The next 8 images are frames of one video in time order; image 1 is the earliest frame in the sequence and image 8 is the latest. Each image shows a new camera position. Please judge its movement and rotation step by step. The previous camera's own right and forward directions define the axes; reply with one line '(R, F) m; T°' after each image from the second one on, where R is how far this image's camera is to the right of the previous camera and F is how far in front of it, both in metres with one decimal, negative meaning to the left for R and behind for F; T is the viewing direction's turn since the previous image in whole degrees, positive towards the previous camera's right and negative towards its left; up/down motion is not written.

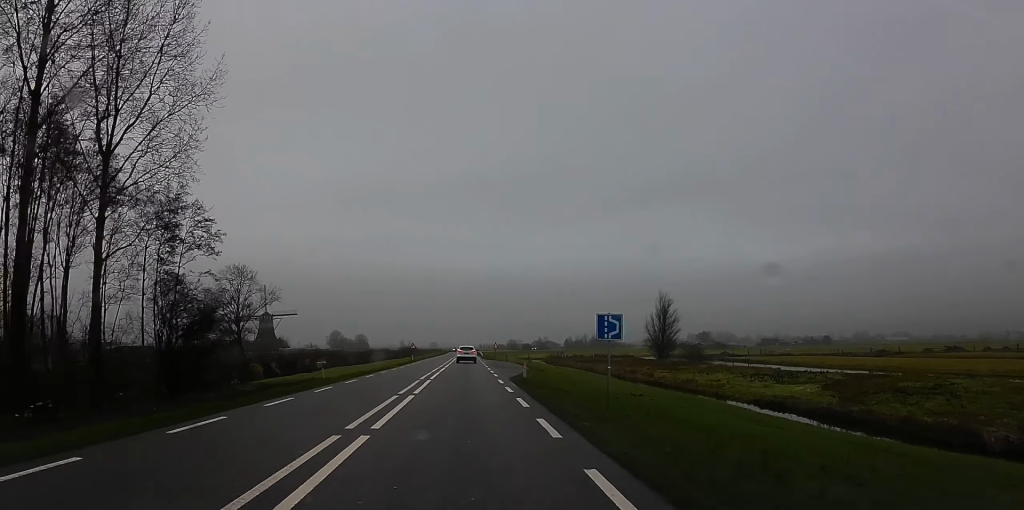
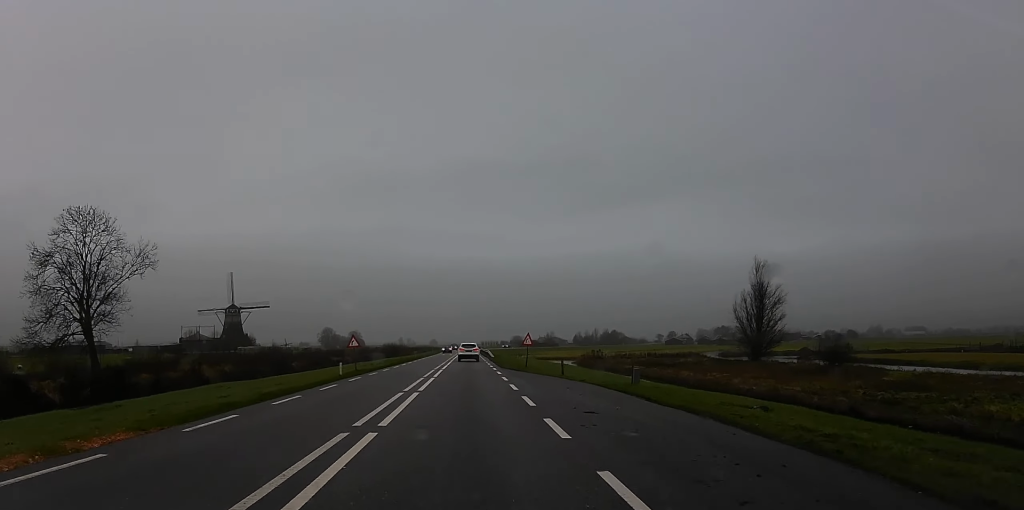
(0.0, +47.7) m; +1°
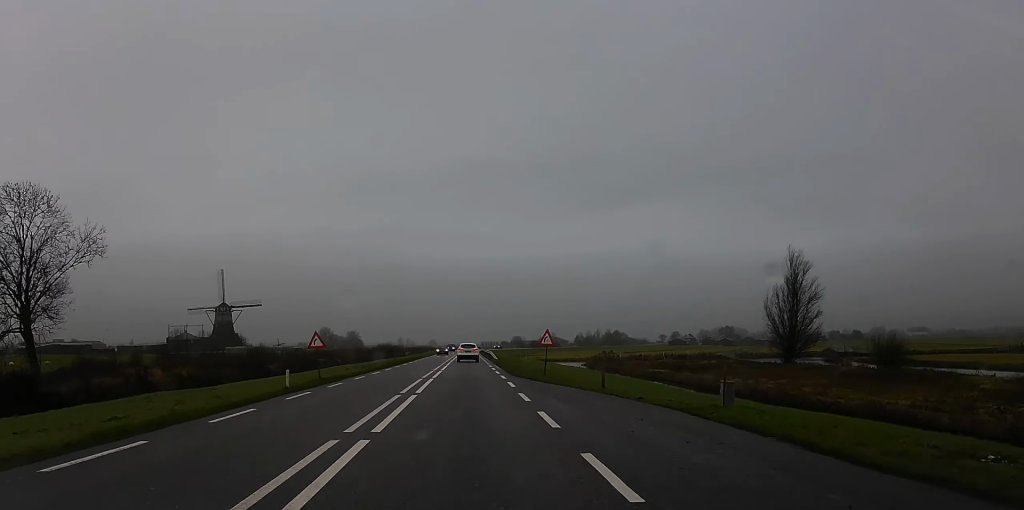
(+0.1, +9.9) m; 0°
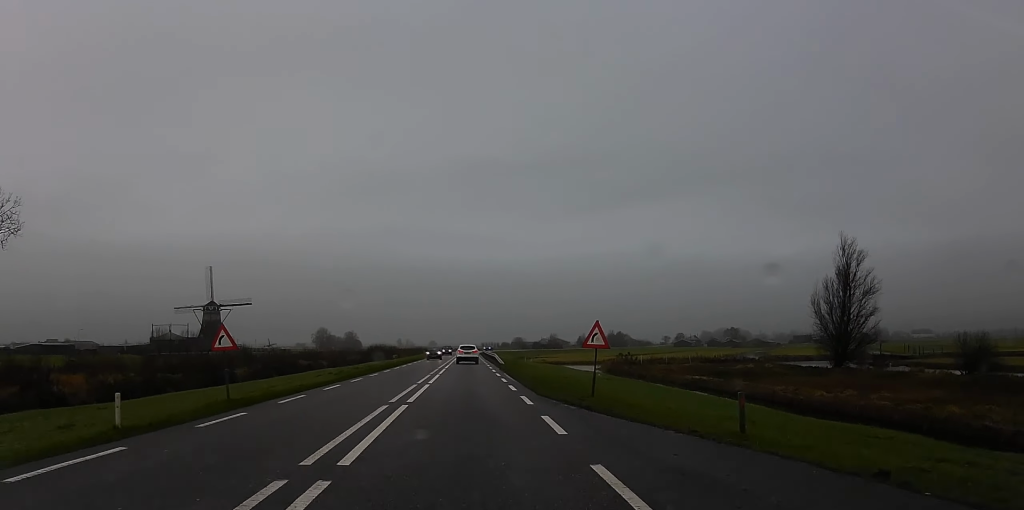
(+0.1, +12.4) m; -1°
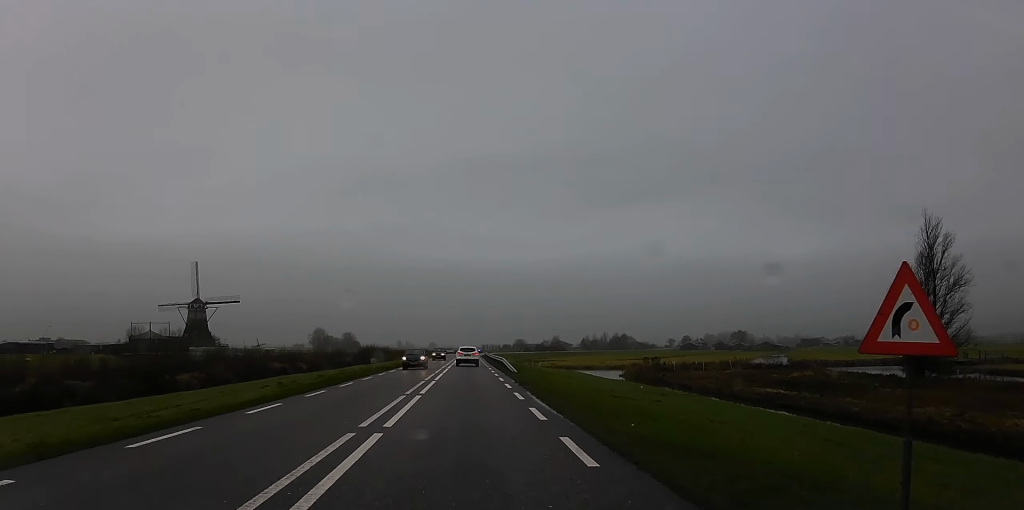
(-0.3, +14.8) m; -2°
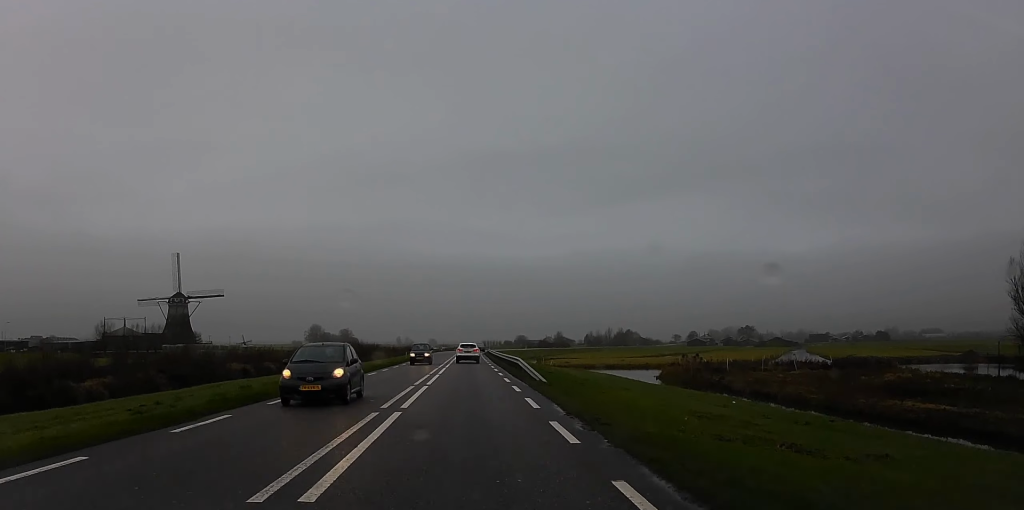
(-0.3, +15.7) m; -1°
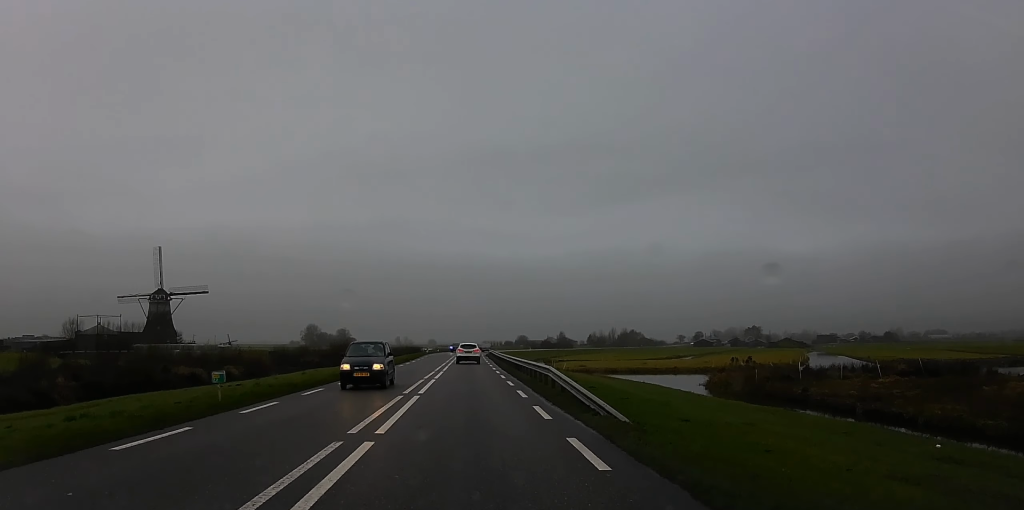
(-0.1, +14.1) m; 0°
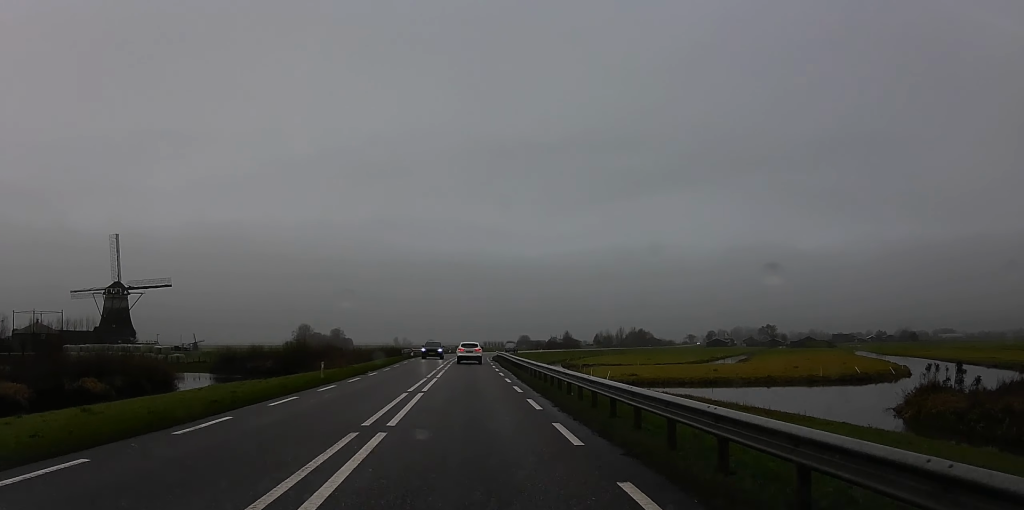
(+0.5, +26.4) m; +3°
